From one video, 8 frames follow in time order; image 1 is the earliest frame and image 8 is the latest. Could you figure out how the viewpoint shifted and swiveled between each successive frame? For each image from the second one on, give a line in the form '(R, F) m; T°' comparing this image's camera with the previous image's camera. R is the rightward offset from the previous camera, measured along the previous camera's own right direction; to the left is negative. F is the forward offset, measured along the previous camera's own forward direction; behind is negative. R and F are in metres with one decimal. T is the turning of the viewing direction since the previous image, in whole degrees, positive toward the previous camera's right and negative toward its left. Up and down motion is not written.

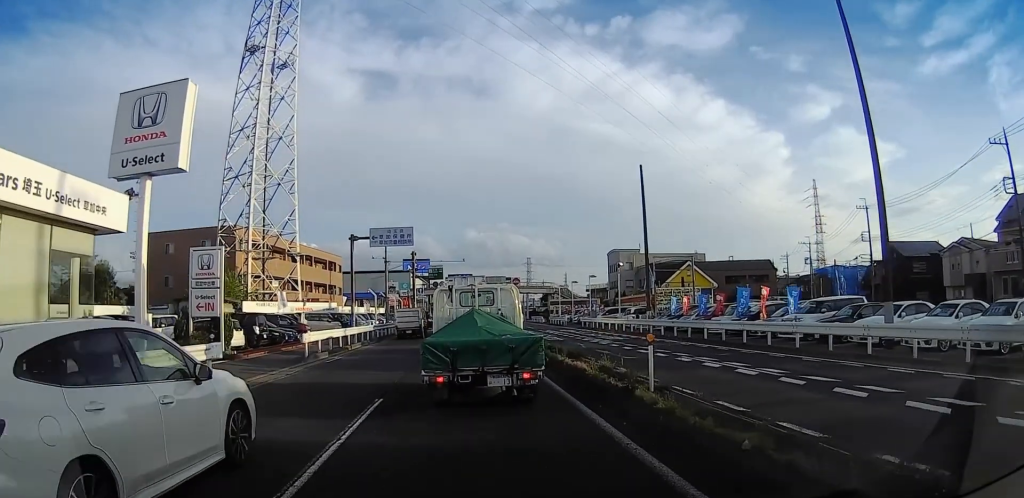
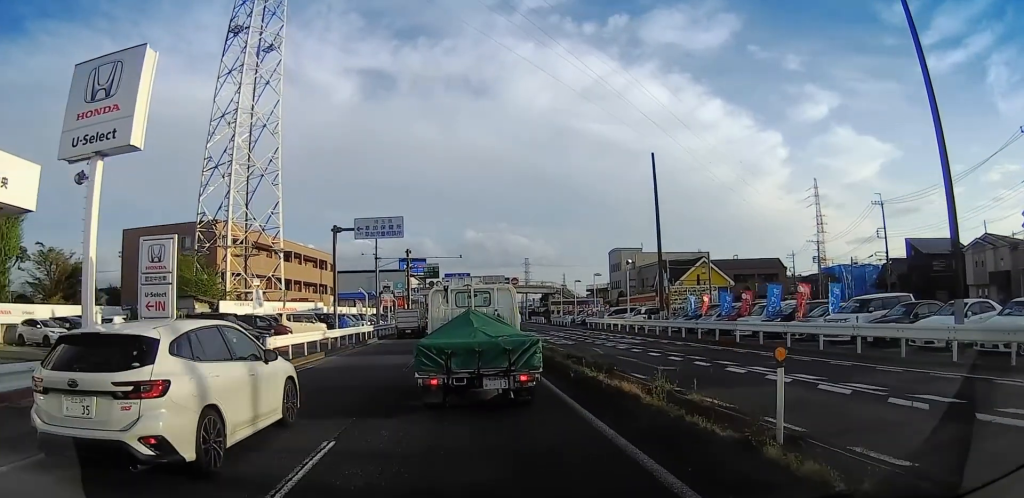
(0.0, +3.6) m; 0°
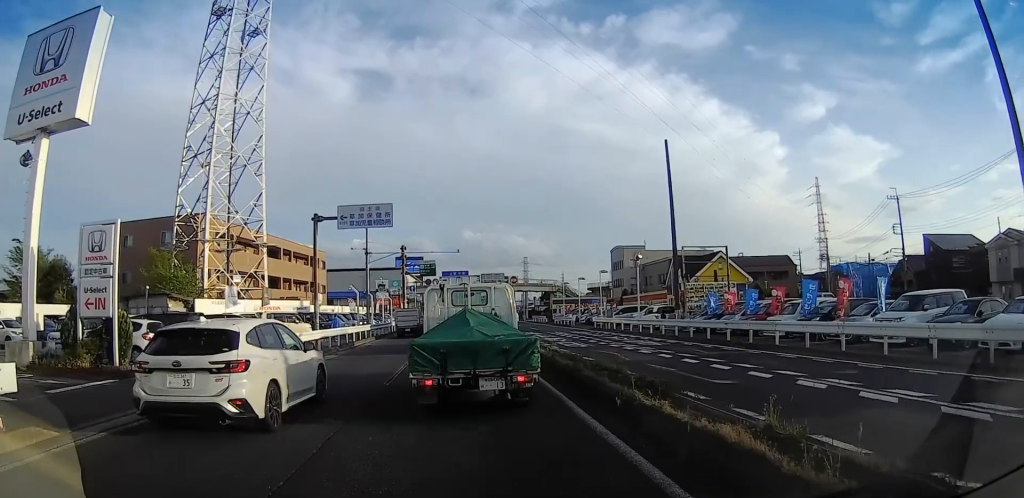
(0.0, +3.4) m; 0°
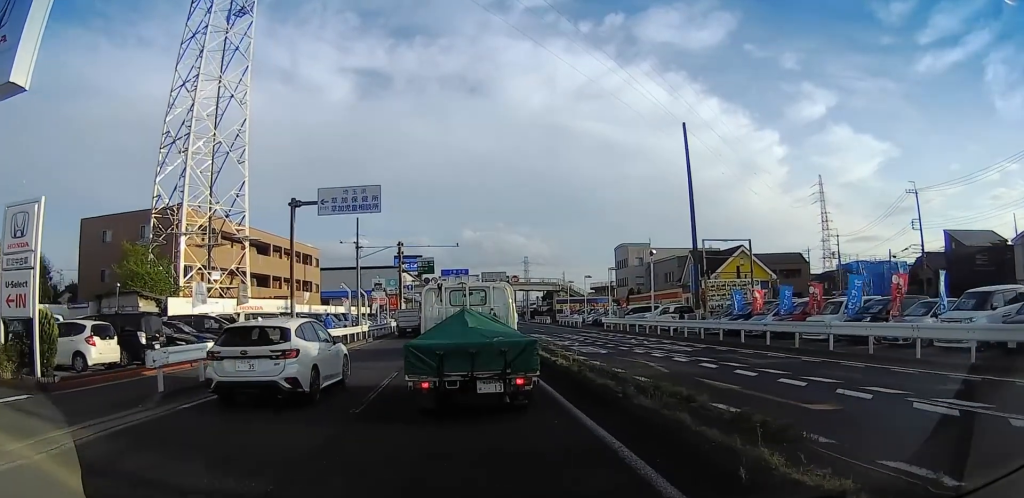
(0.0, +3.5) m; 0°
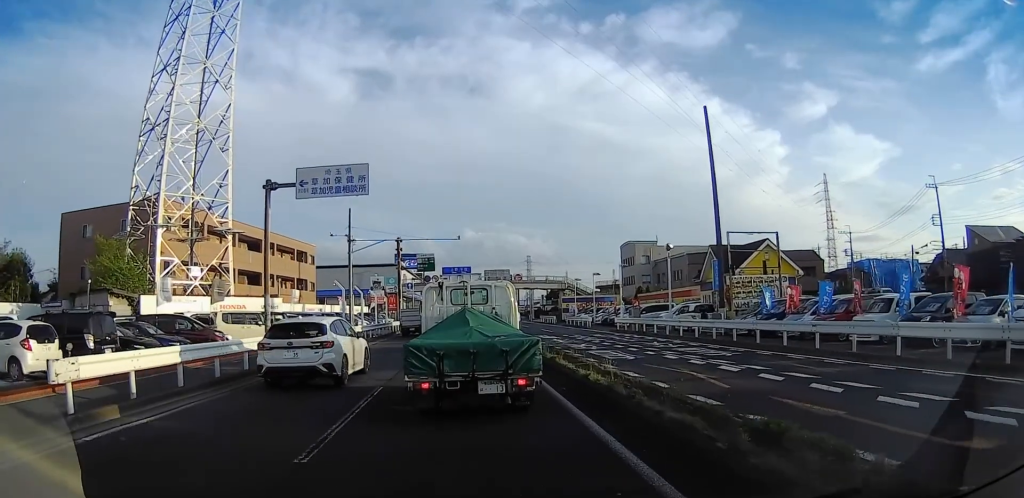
(0.0, +3.3) m; 0°
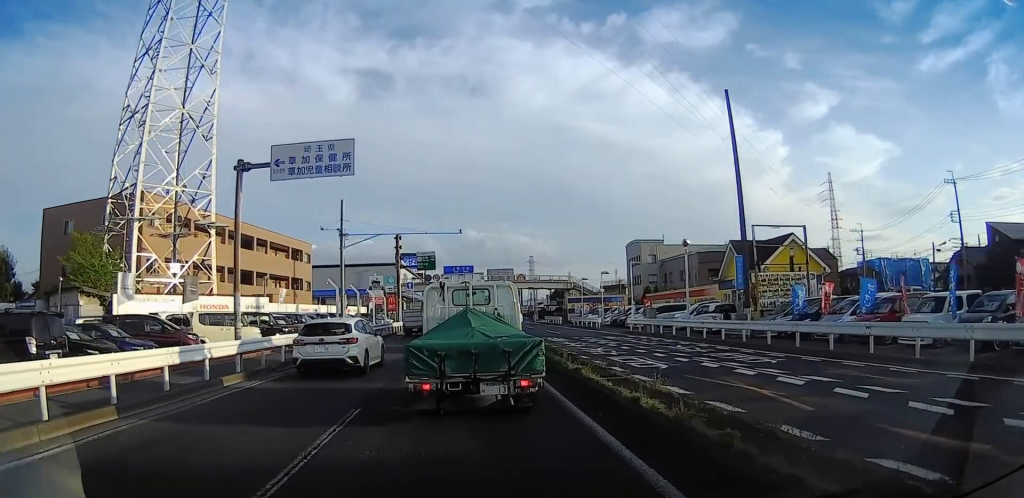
(0.0, +2.6) m; 0°
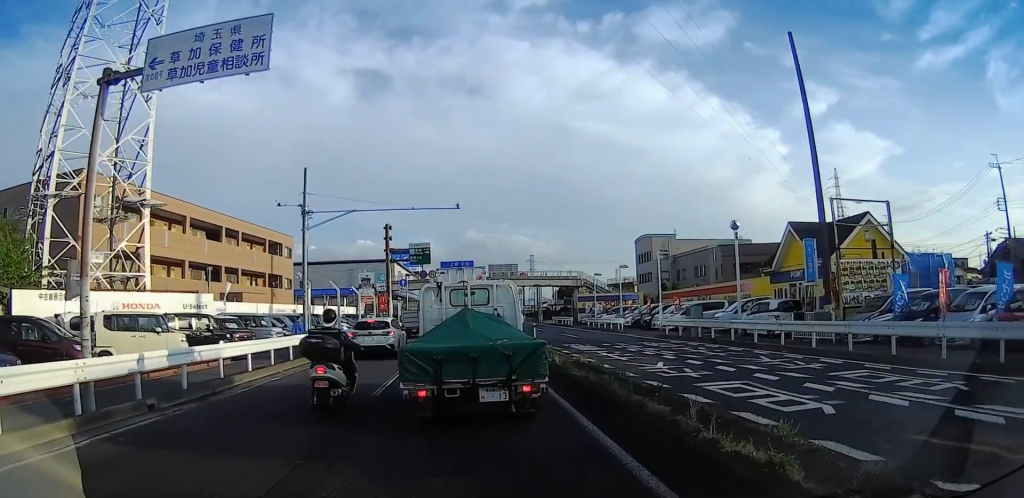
(0.0, +7.0) m; 0°
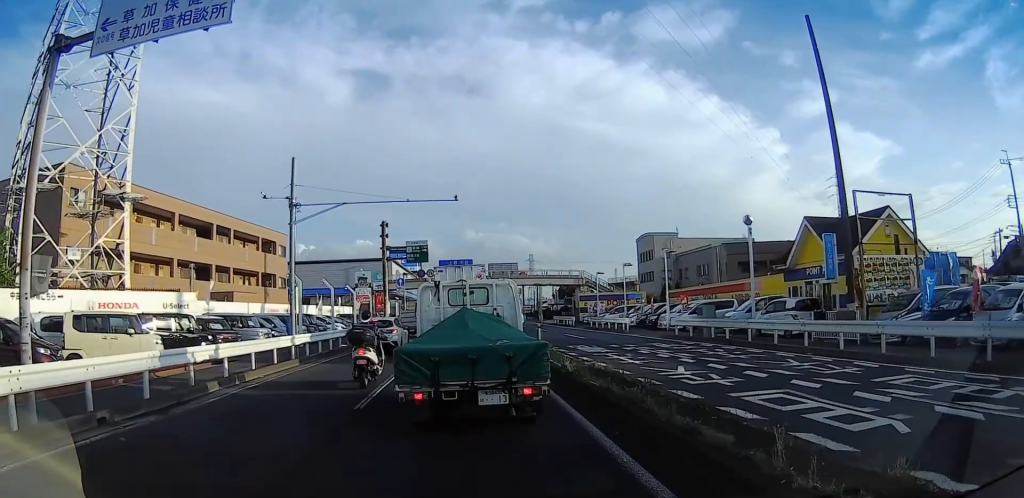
(0.0, +1.6) m; 0°
